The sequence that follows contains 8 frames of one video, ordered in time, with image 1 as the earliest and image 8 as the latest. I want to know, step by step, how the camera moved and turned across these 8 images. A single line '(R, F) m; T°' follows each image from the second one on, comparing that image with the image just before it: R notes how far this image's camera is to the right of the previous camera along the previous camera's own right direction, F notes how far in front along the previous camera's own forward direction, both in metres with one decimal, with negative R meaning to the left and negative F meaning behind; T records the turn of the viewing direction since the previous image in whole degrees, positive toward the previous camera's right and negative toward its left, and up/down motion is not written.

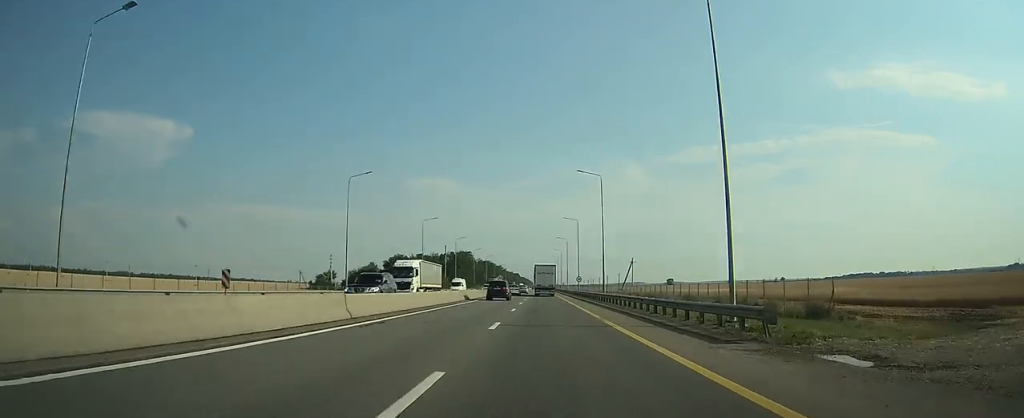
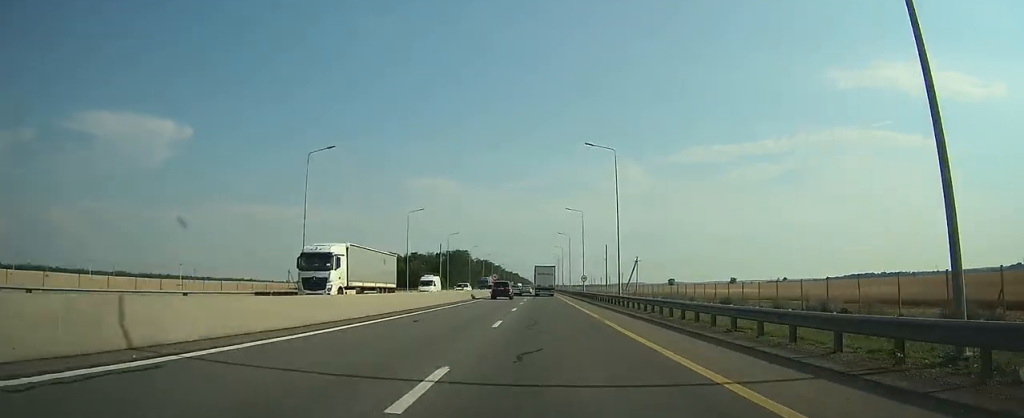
(-0.1, +11.2) m; 0°
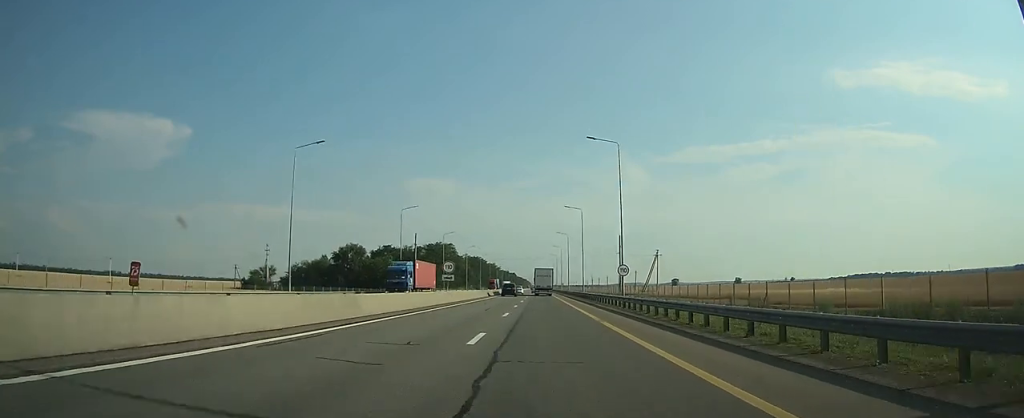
(+0.2, +41.2) m; +1°
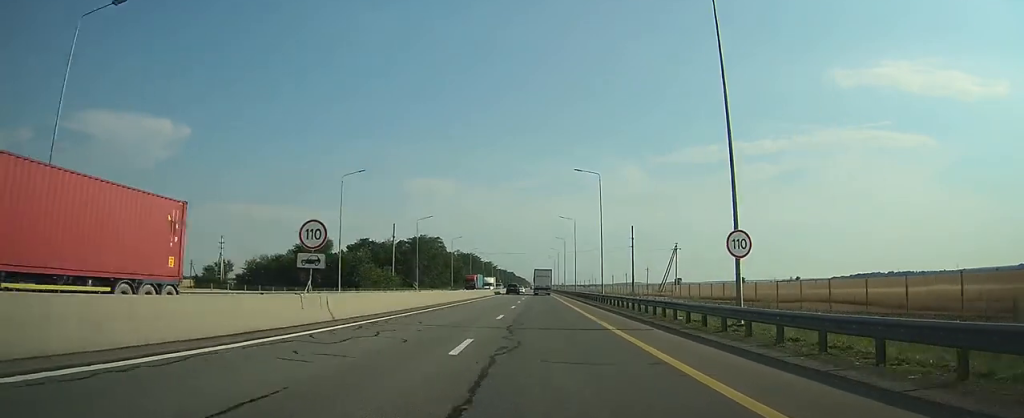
(+0.2, +25.8) m; 0°
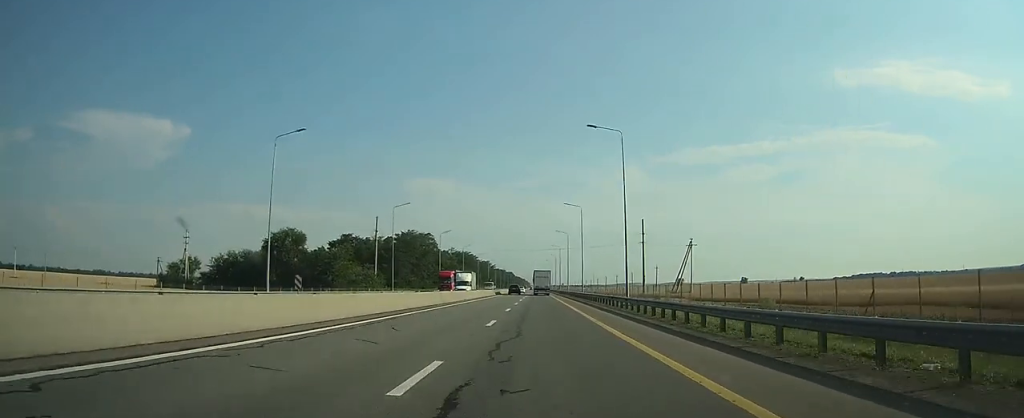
(-0.1, +16.0) m; 0°
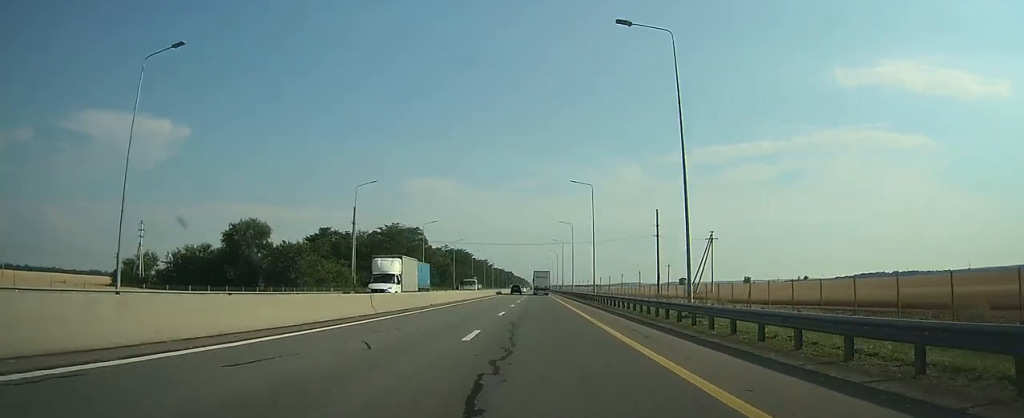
(-0.1, +16.9) m; 0°
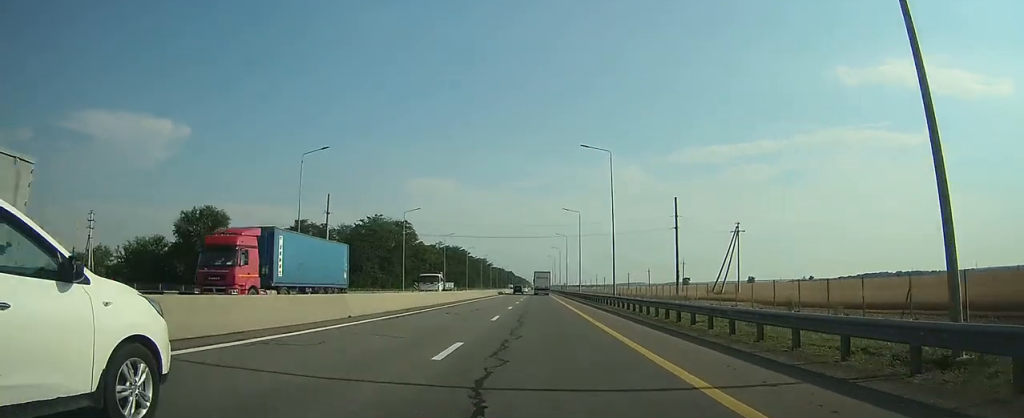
(0.0, +15.7) m; 0°
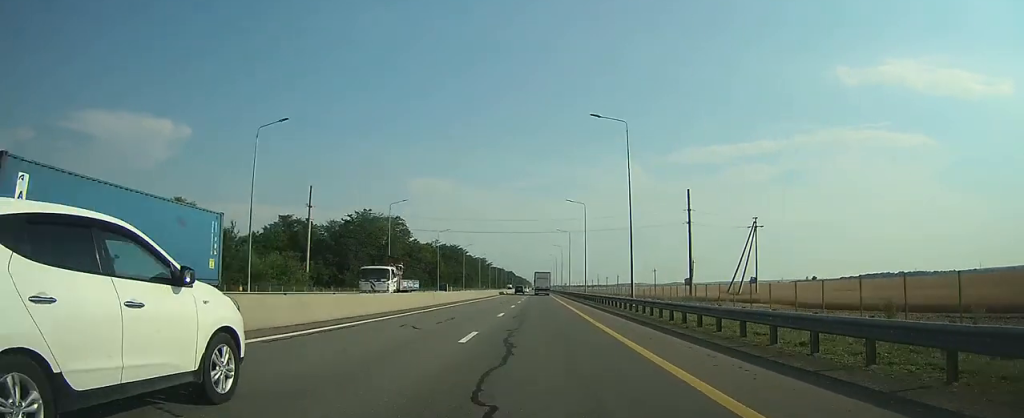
(0.0, +8.7) m; 0°
